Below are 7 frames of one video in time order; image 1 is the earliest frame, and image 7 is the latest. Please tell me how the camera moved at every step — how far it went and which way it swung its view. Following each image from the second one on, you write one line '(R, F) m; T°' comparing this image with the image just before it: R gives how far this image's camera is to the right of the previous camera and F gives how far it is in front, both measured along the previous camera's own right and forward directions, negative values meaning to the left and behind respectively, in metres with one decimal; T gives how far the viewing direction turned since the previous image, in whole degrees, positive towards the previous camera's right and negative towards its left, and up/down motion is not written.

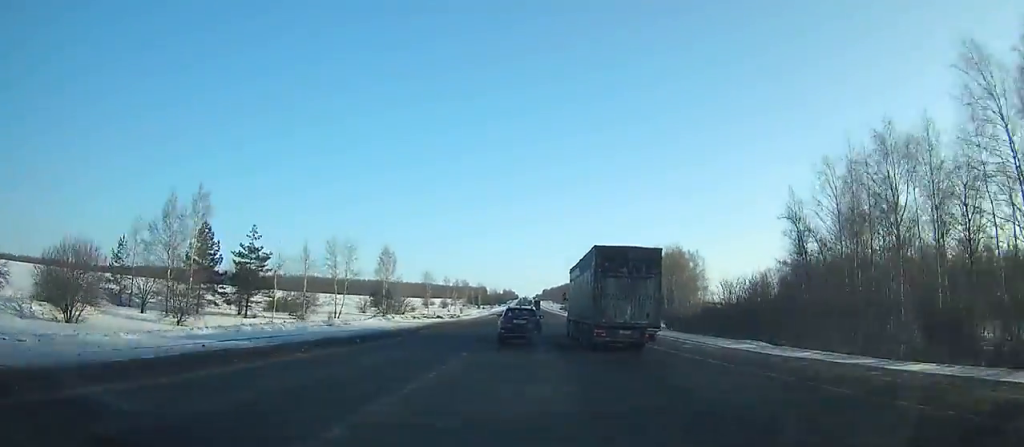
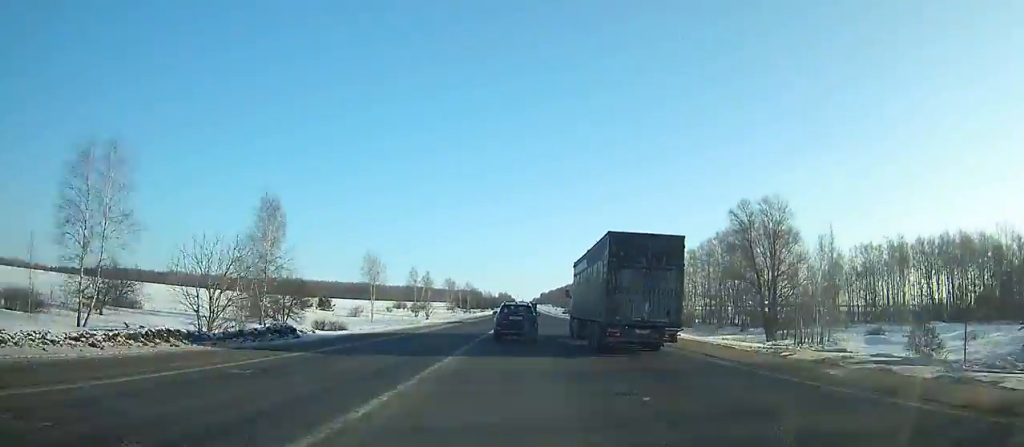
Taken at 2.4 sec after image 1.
(-0.2, +58.1) m; 0°
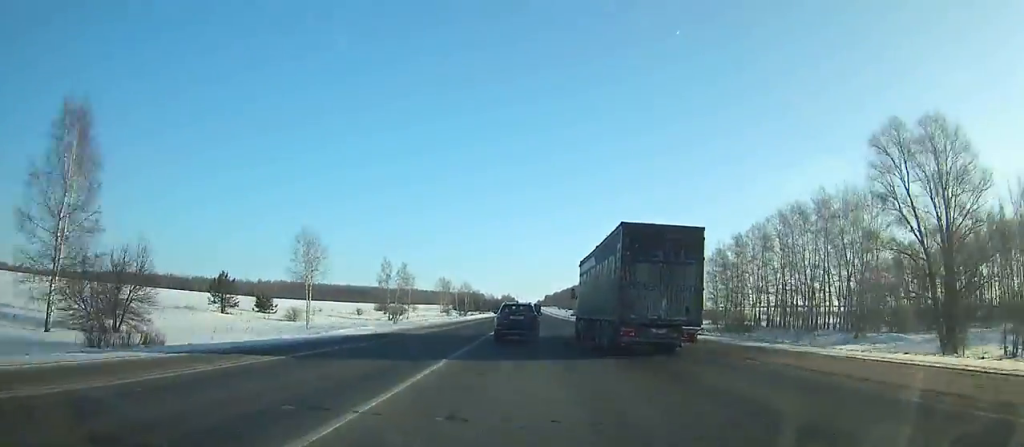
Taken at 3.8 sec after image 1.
(0.0, +34.2) m; 0°
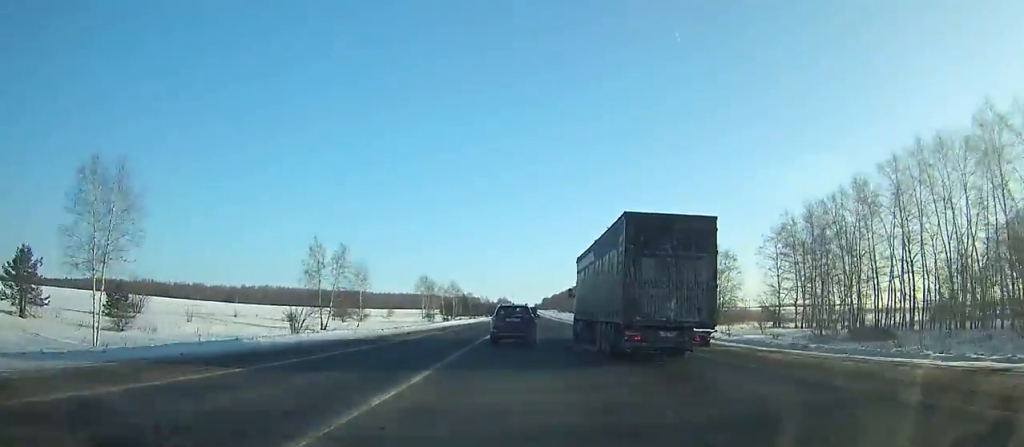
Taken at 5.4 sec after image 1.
(0.0, +39.5) m; 0°
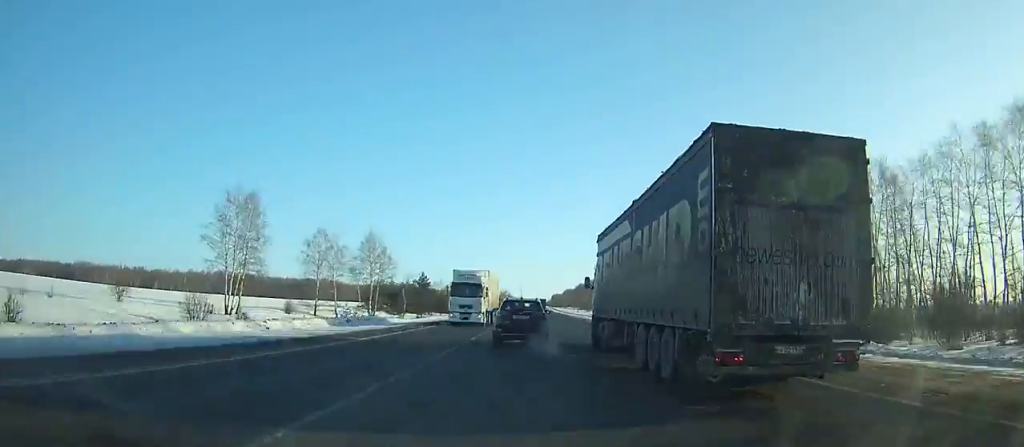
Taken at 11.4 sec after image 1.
(-0.7, +151.3) m; -1°
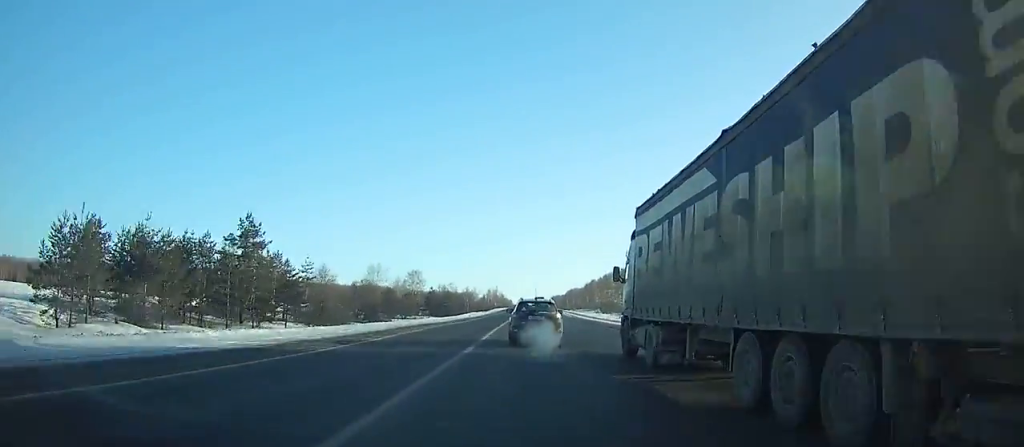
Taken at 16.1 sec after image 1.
(0.0, +121.5) m; 0°
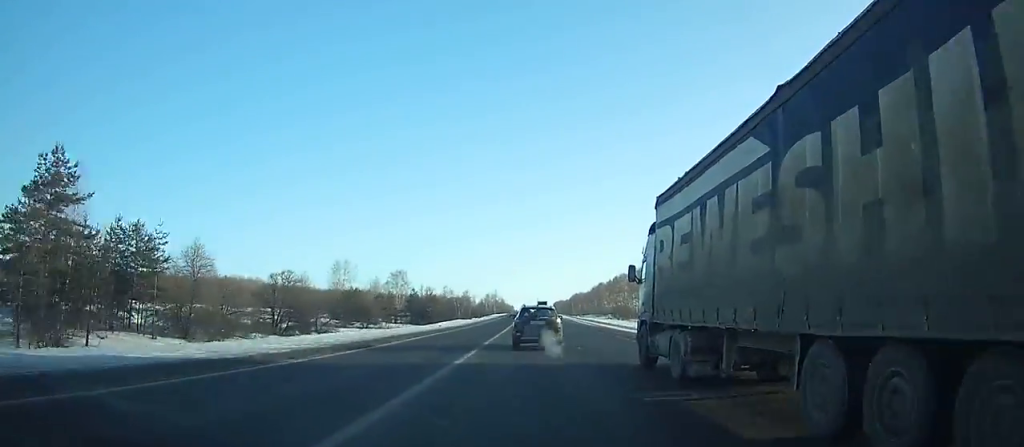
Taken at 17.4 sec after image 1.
(+0.1, +34.1) m; 0°
